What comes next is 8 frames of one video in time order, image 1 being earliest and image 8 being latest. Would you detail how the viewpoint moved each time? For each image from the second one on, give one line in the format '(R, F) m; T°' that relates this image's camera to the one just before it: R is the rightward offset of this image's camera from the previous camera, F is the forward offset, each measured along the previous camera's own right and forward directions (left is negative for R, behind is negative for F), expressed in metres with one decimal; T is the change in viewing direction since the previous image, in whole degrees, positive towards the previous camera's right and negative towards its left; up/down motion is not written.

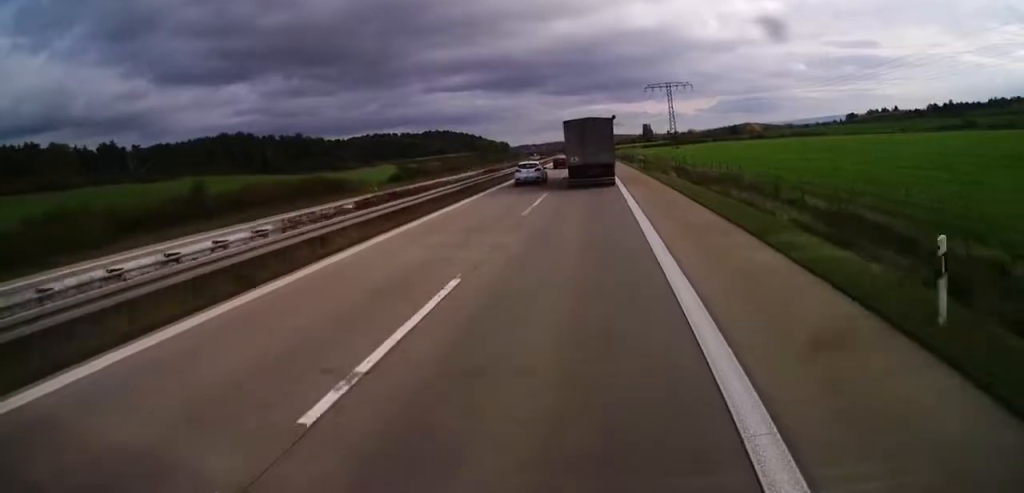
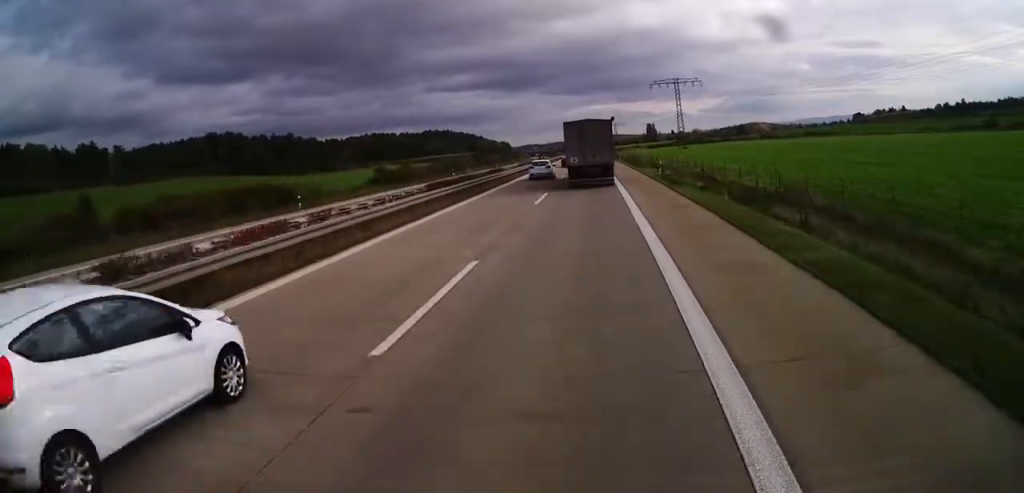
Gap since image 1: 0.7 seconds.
(-0.4, +15.9) m; 0°
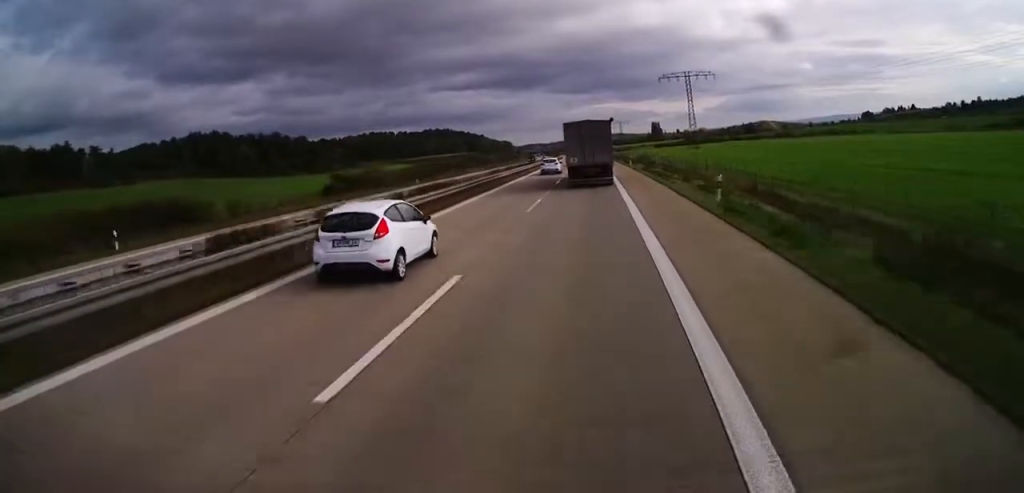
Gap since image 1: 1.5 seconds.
(+0.4, +19.1) m; 0°
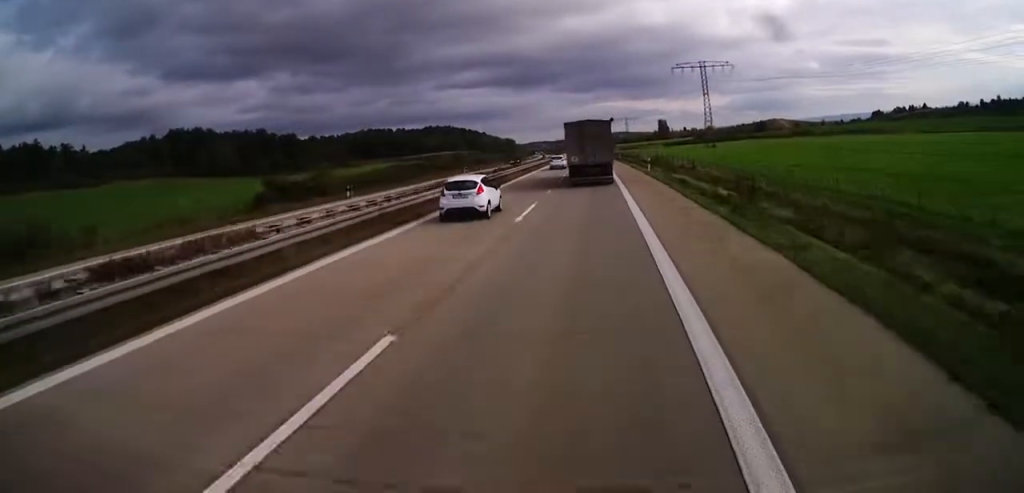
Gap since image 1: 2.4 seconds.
(-0.2, +21.6) m; -1°
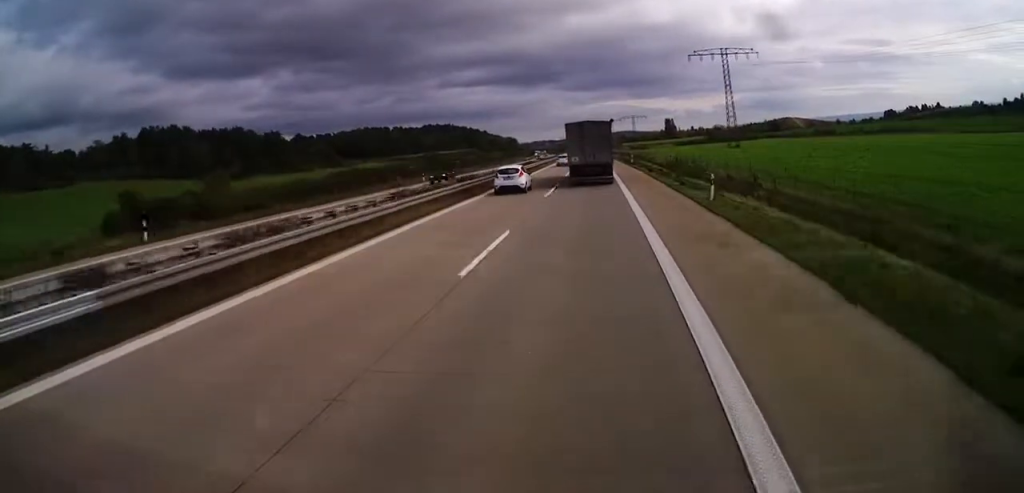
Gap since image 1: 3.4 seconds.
(-0.2, +25.7) m; -2°
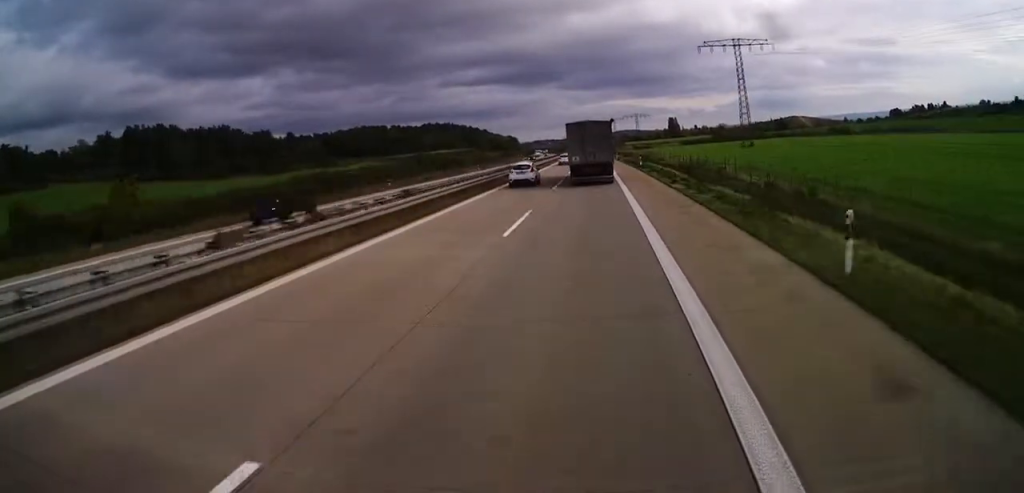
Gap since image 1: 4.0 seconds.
(-0.1, +12.9) m; 0°
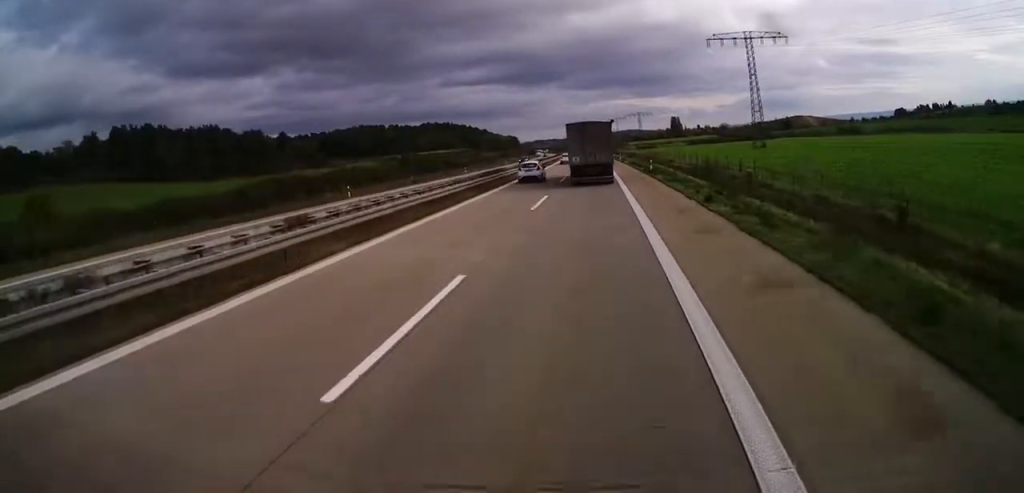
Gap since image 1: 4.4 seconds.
(-0.2, +10.6) m; 0°
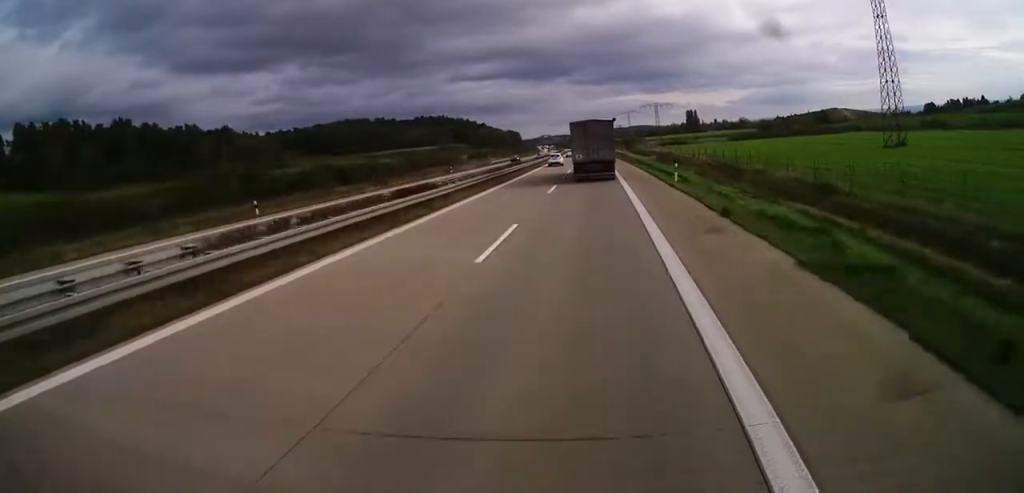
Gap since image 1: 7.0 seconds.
(+0.7, +63.8) m; -1°
